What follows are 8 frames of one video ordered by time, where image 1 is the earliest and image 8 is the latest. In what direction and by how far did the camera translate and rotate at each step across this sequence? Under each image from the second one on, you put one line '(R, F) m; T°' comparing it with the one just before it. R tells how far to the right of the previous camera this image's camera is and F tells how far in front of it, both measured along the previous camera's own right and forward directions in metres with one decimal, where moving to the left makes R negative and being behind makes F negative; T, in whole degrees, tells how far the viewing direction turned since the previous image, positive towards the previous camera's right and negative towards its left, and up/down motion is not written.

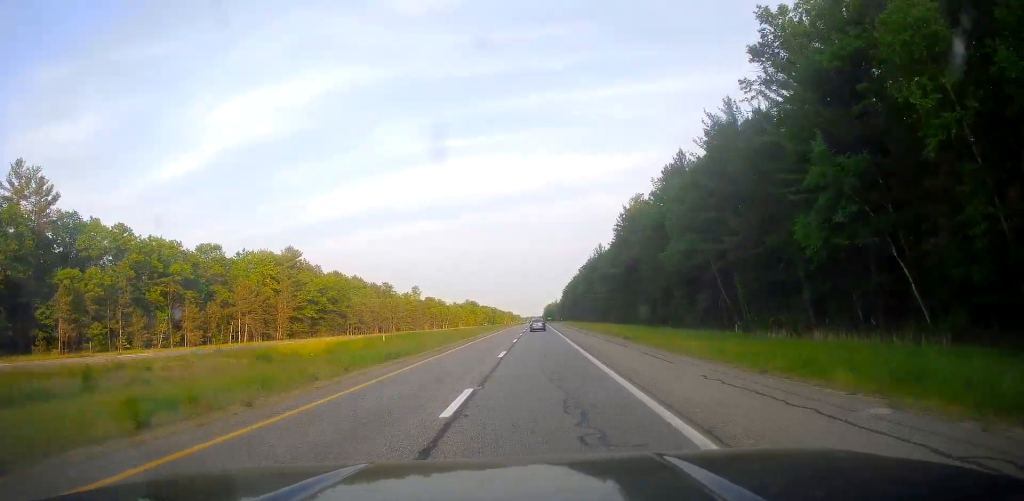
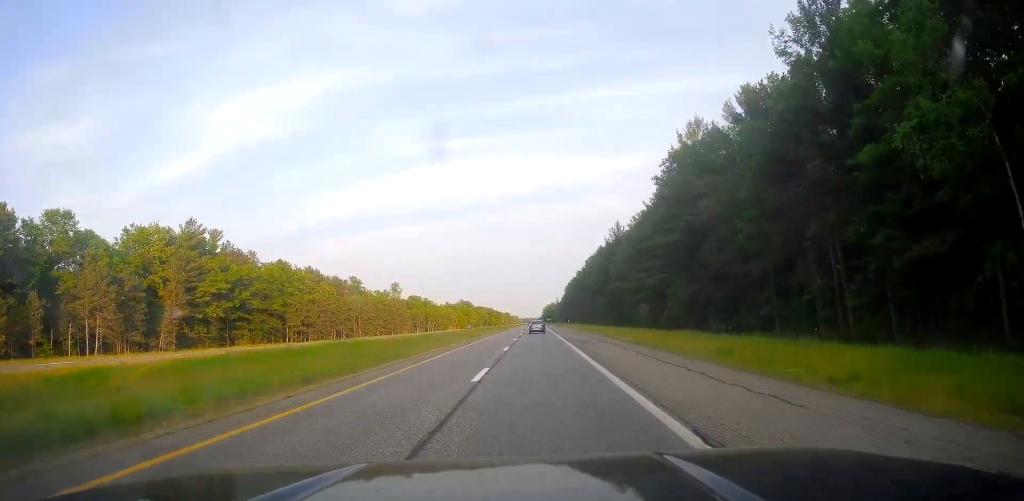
(0.0, +39.6) m; 0°
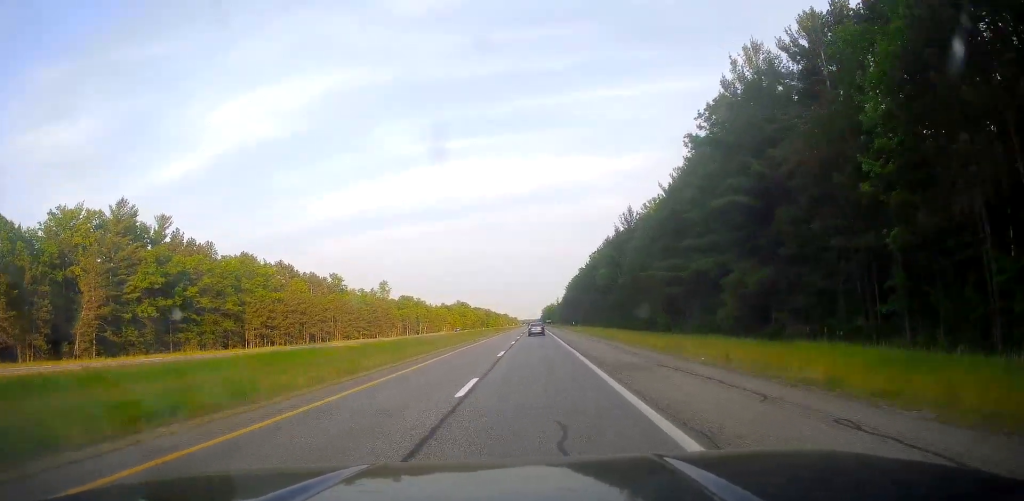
(0.0, +18.0) m; 0°
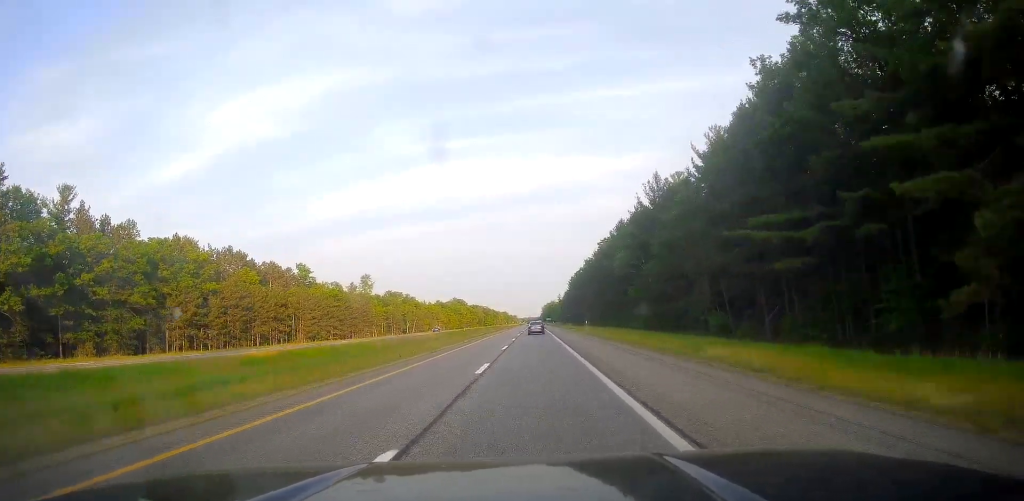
(+0.3, +25.2) m; 0°
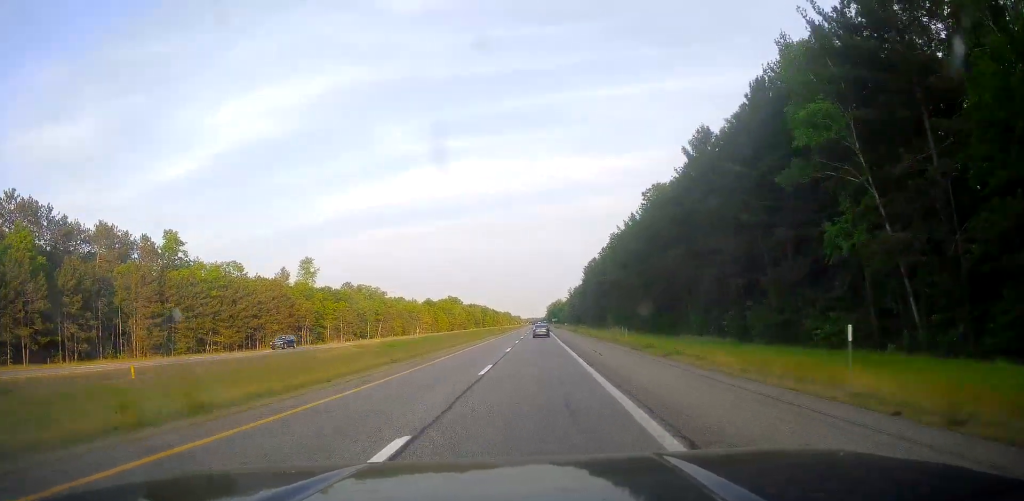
(-0.3, +59.8) m; -1°
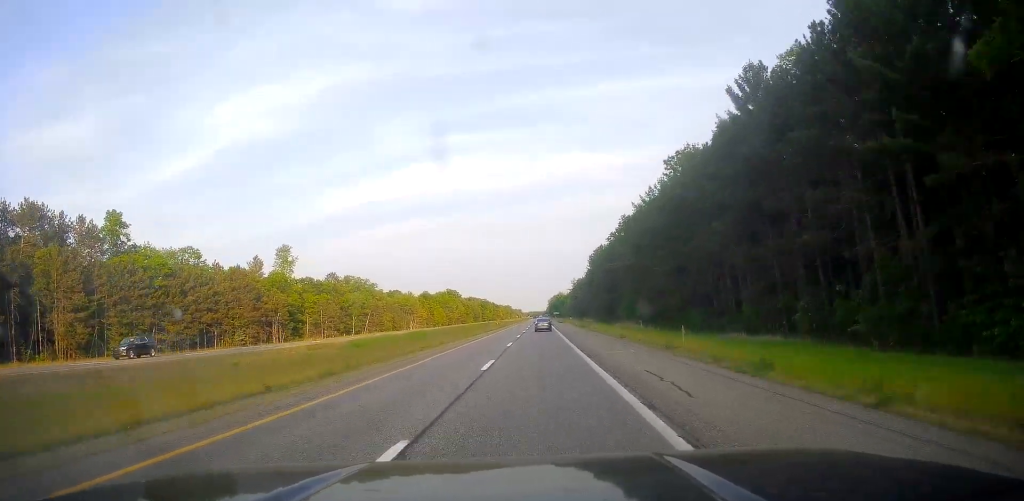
(0.0, +15.6) m; 0°
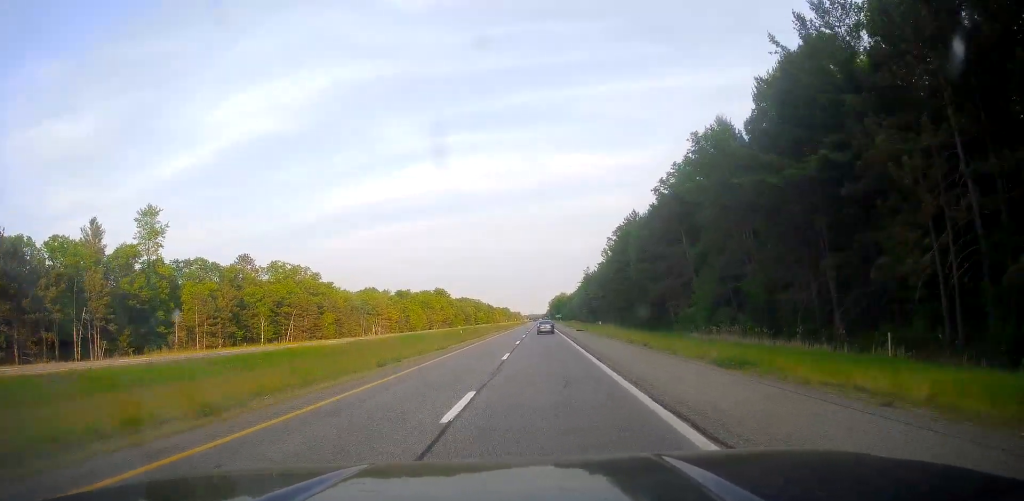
(-0.6, +55.1) m; 0°
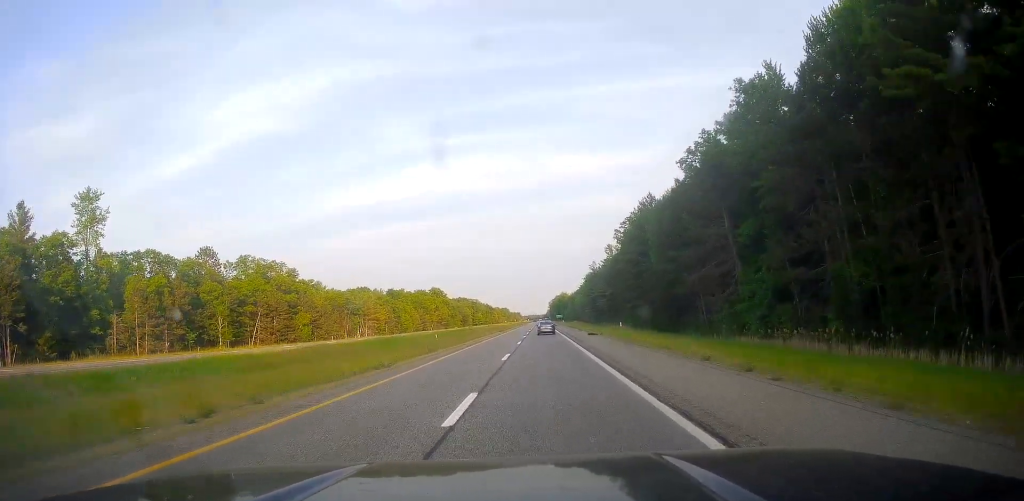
(-0.1, +15.6) m; +1°
